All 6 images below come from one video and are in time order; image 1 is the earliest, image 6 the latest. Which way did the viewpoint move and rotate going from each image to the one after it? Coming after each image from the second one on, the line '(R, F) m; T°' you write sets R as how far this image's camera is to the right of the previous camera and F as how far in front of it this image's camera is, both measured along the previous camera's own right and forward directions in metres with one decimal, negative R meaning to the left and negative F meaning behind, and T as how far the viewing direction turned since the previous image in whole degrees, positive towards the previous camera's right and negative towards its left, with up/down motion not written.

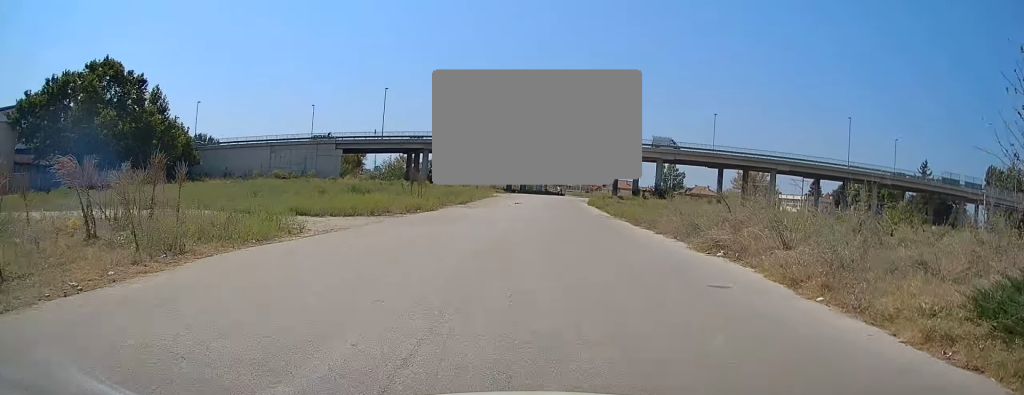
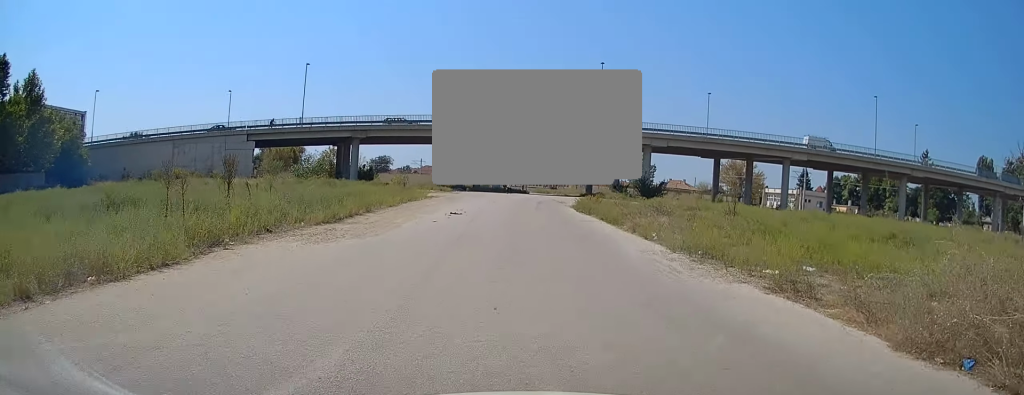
(+0.6, +21.6) m; +5°
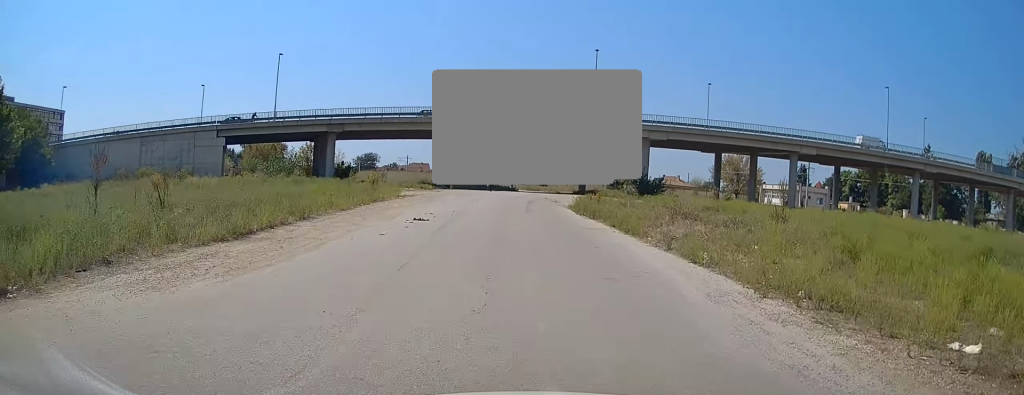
(+0.2, +6.0) m; +2°
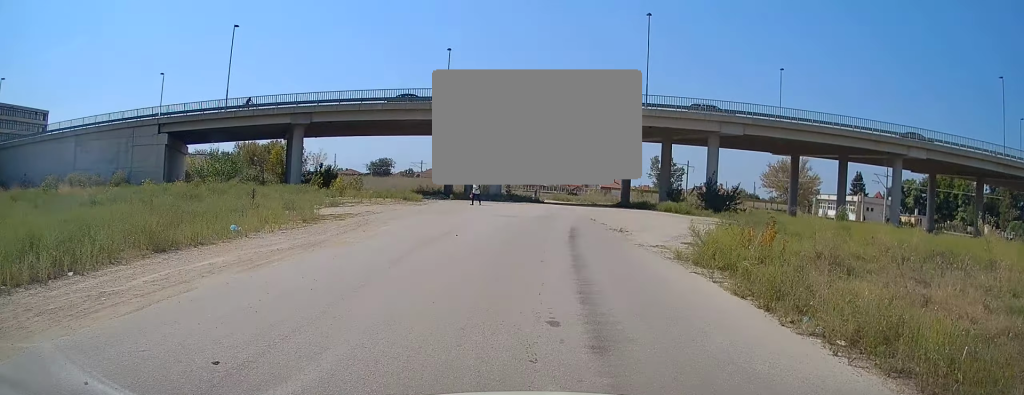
(+0.3, +19.2) m; -1°
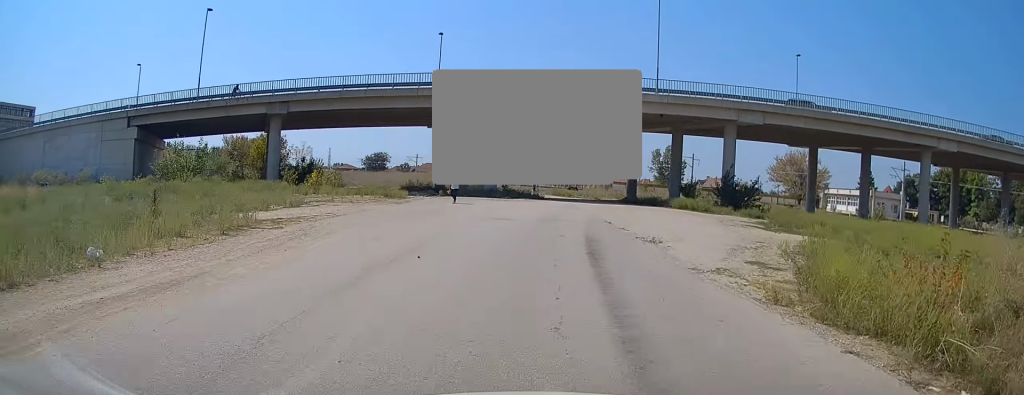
(-0.1, +5.2) m; +1°
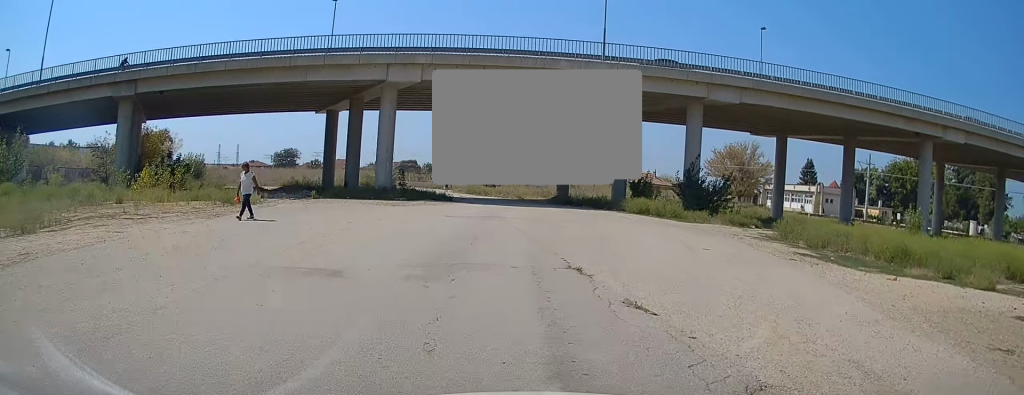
(+0.6, +12.0) m; +7°
